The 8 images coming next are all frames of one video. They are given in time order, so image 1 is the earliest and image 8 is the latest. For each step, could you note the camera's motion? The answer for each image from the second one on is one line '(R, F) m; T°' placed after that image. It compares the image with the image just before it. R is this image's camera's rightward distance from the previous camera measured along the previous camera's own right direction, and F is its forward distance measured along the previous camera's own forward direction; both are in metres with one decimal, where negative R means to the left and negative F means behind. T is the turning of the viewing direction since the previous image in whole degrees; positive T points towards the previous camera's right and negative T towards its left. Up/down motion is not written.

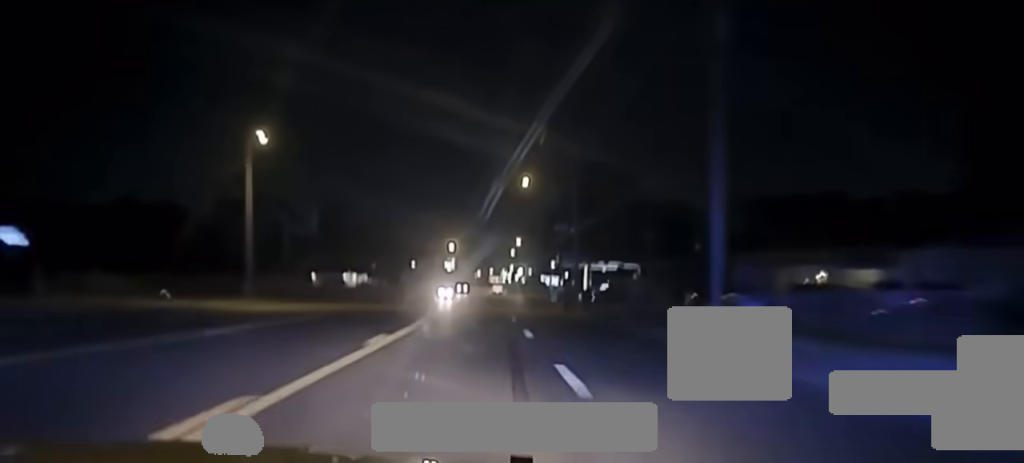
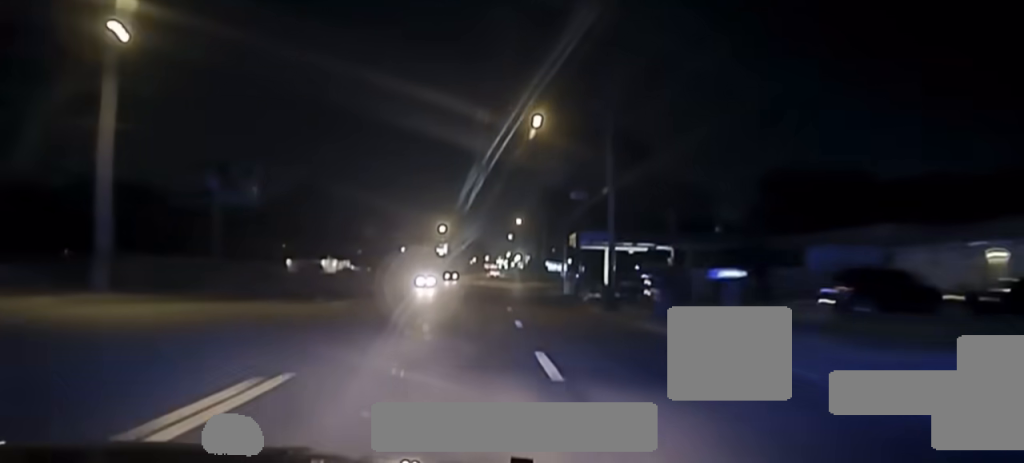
(0.0, +22.9) m; 0°
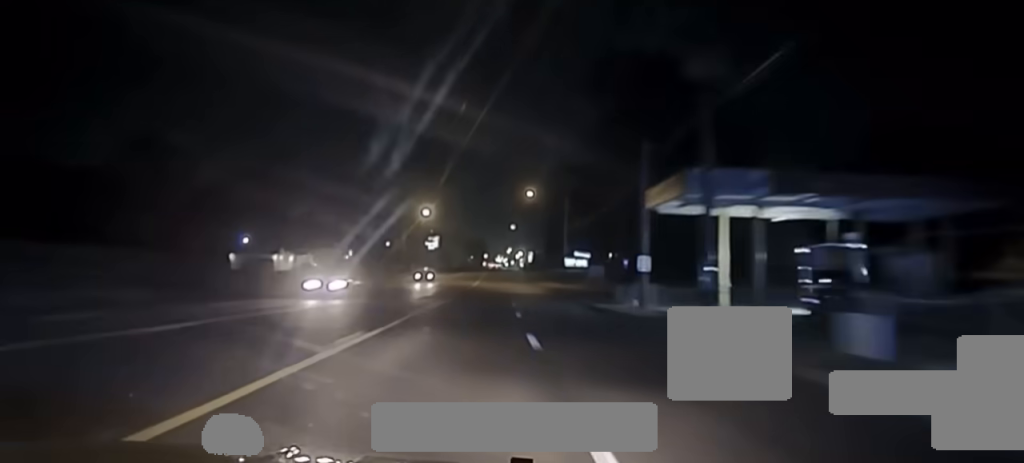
(+0.1, +47.4) m; 0°
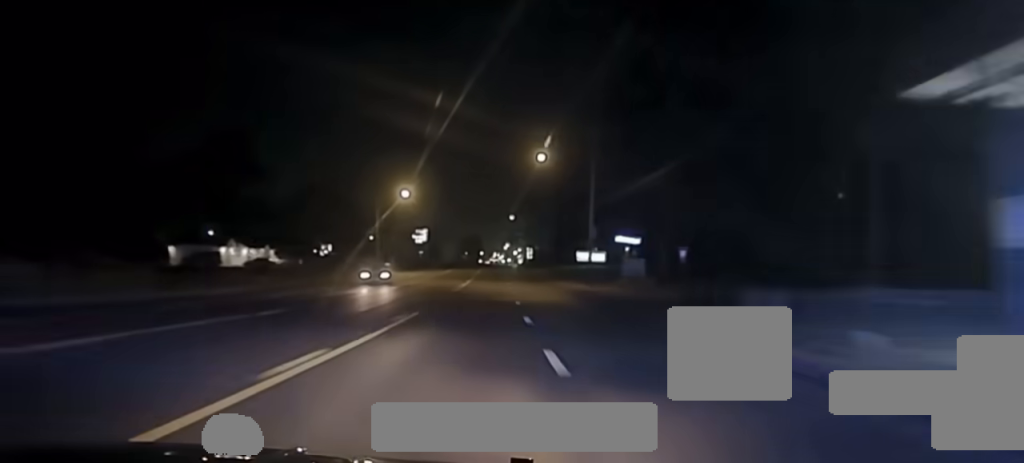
(+0.1, +33.6) m; 0°
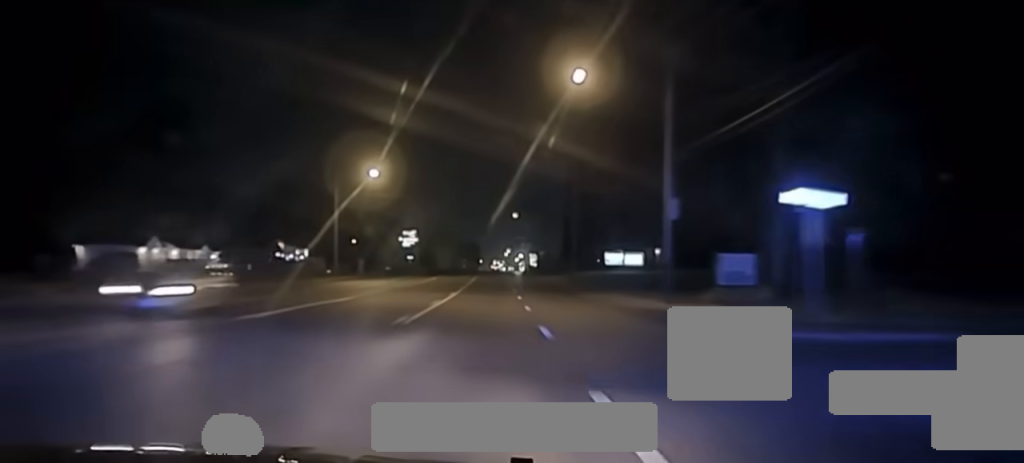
(+0.1, +36.3) m; 0°
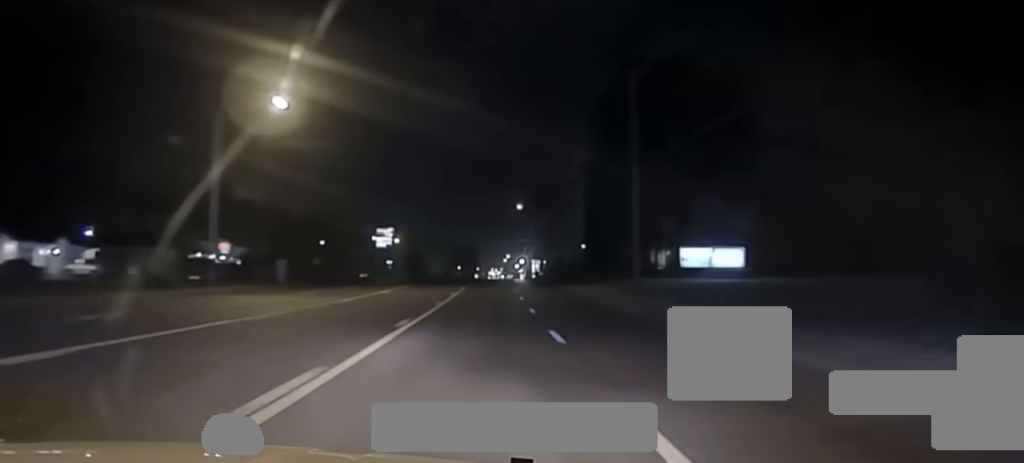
(+0.1, +41.3) m; 0°
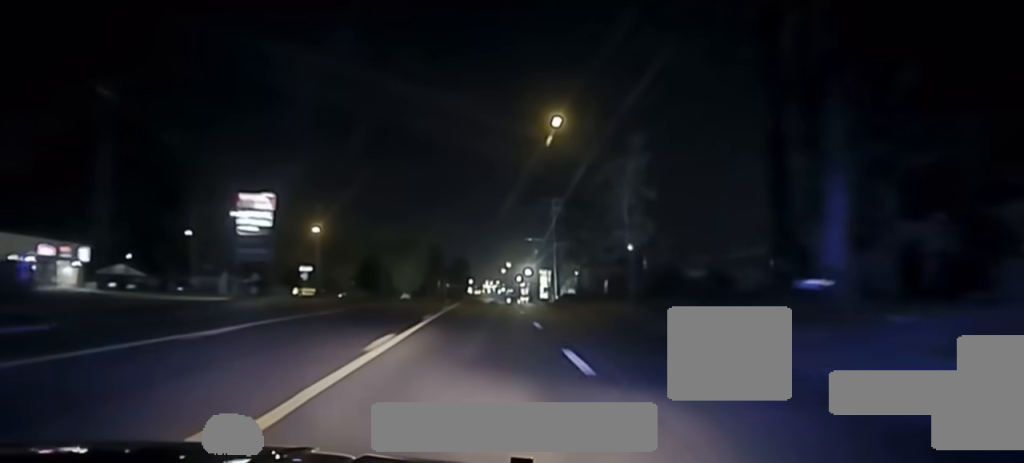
(+0.6, +77.8) m; +1°
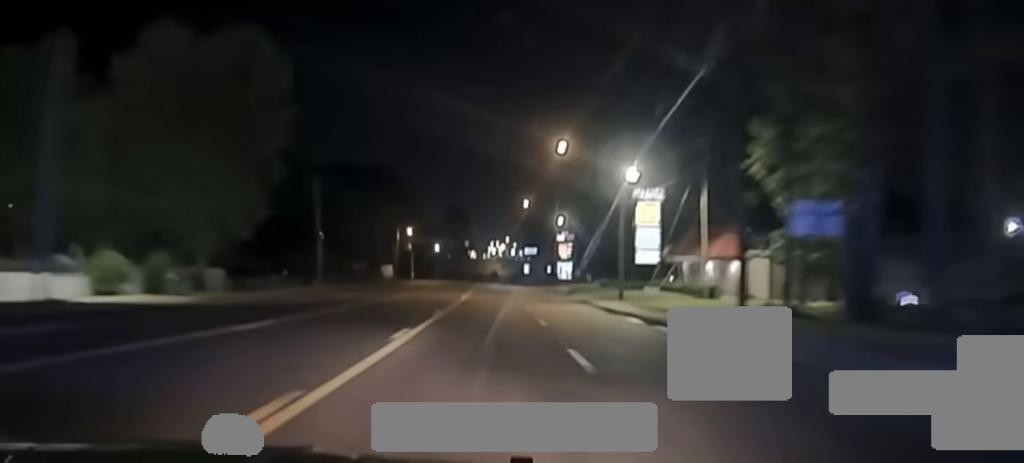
(0.0, +132.9) m; 0°
